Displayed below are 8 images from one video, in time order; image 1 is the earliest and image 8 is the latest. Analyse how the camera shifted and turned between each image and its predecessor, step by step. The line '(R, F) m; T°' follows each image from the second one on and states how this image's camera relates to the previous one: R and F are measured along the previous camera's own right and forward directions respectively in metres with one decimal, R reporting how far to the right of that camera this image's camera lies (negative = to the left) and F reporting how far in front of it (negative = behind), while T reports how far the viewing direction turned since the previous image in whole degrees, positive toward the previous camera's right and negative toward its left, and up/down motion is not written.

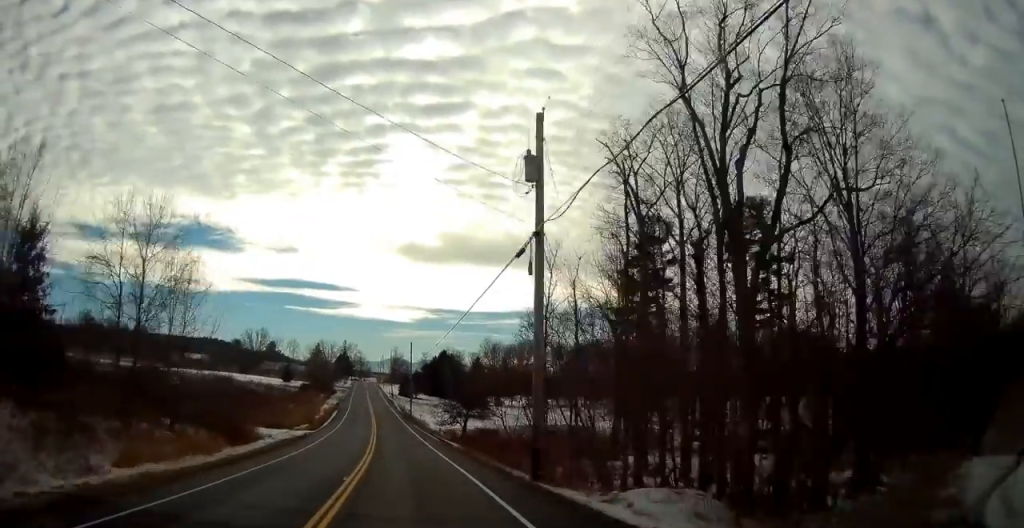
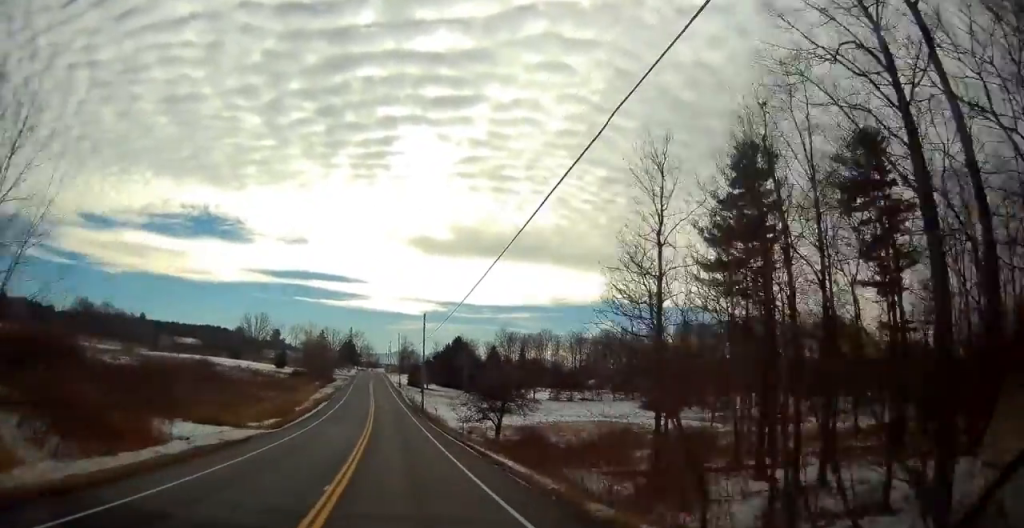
(-0.2, +17.7) m; -1°
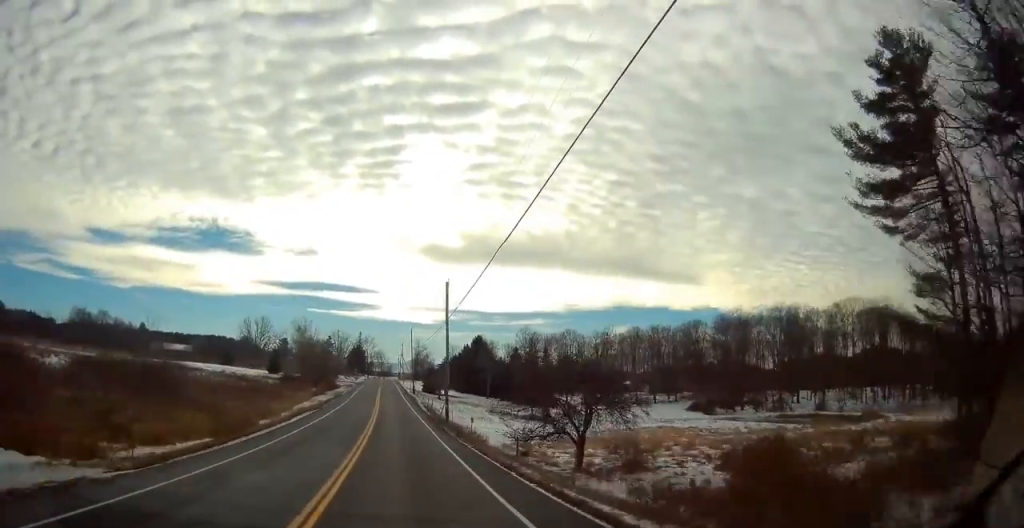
(0.0, +18.0) m; -1°
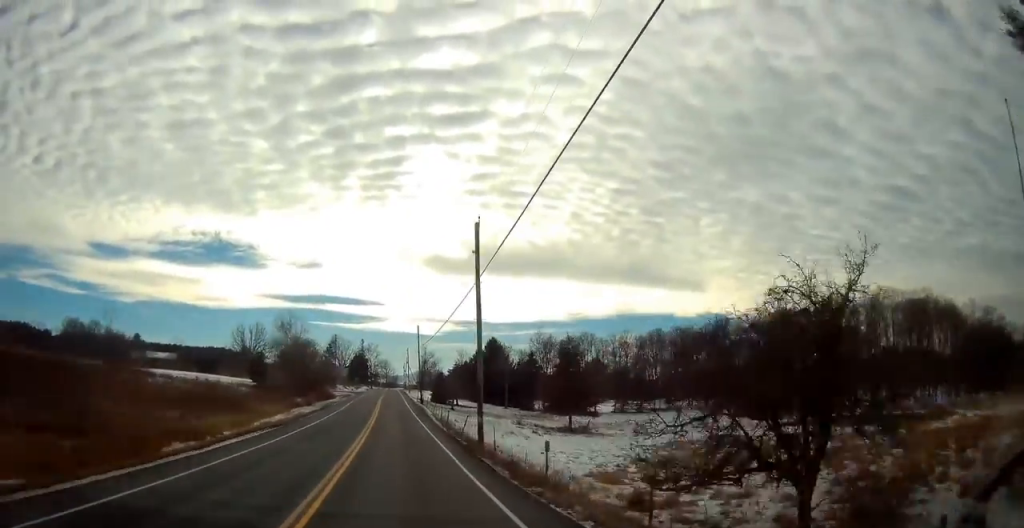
(-0.1, +15.5) m; -1°
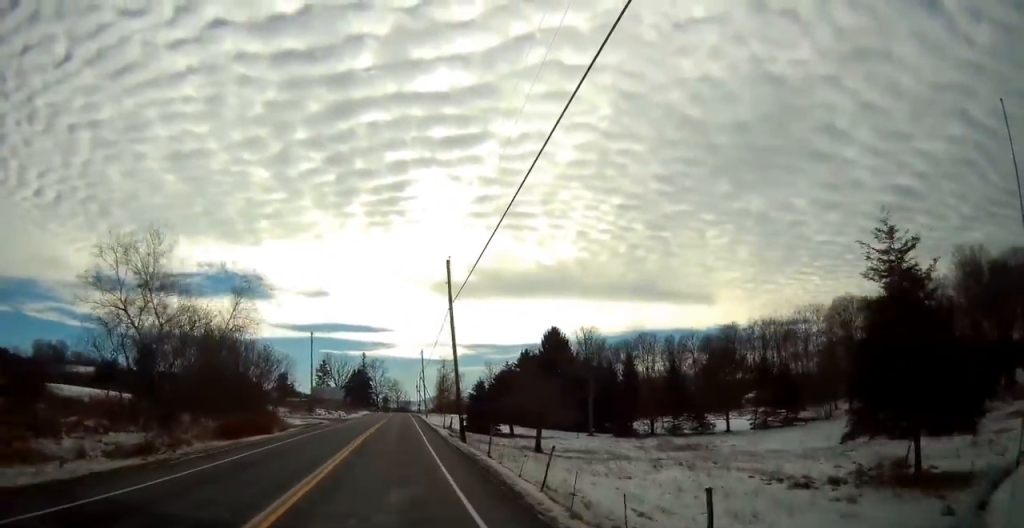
(-0.8, +45.7) m; -1°
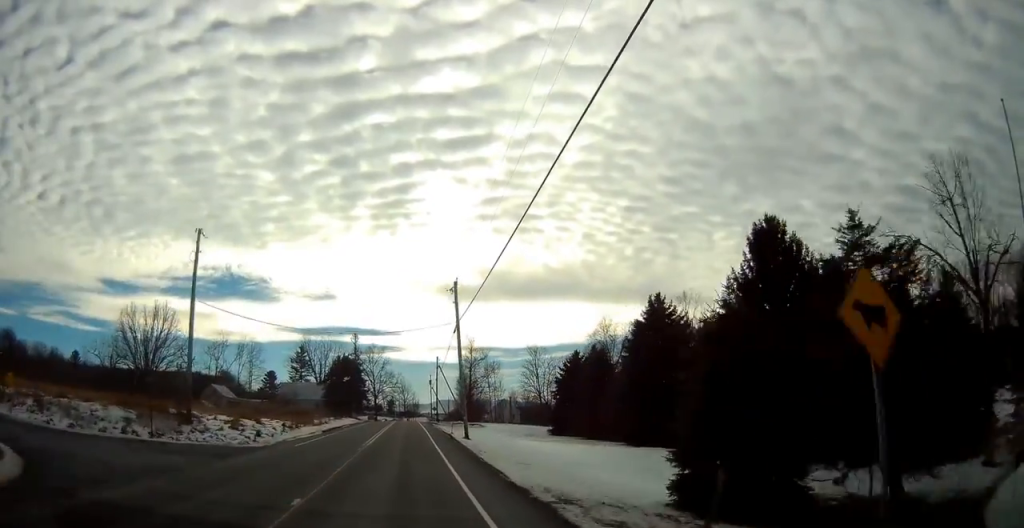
(-0.3, +51.8) m; 0°
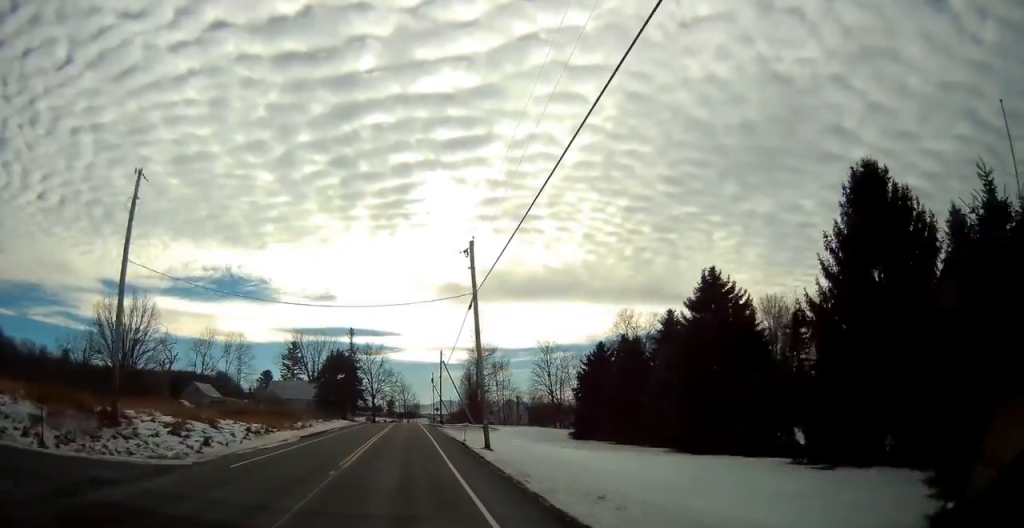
(+0.2, +9.8) m; 0°
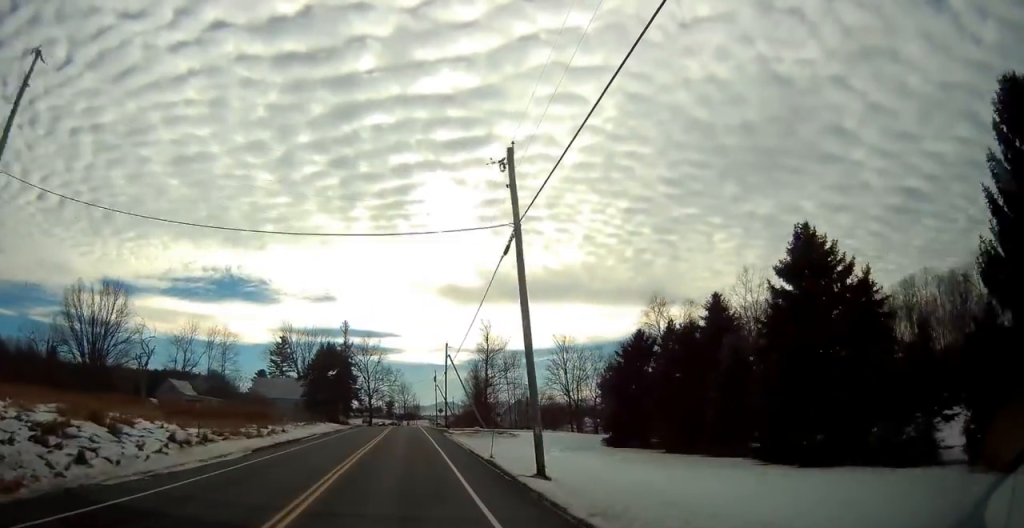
(+0.1, +11.5) m; 0°
